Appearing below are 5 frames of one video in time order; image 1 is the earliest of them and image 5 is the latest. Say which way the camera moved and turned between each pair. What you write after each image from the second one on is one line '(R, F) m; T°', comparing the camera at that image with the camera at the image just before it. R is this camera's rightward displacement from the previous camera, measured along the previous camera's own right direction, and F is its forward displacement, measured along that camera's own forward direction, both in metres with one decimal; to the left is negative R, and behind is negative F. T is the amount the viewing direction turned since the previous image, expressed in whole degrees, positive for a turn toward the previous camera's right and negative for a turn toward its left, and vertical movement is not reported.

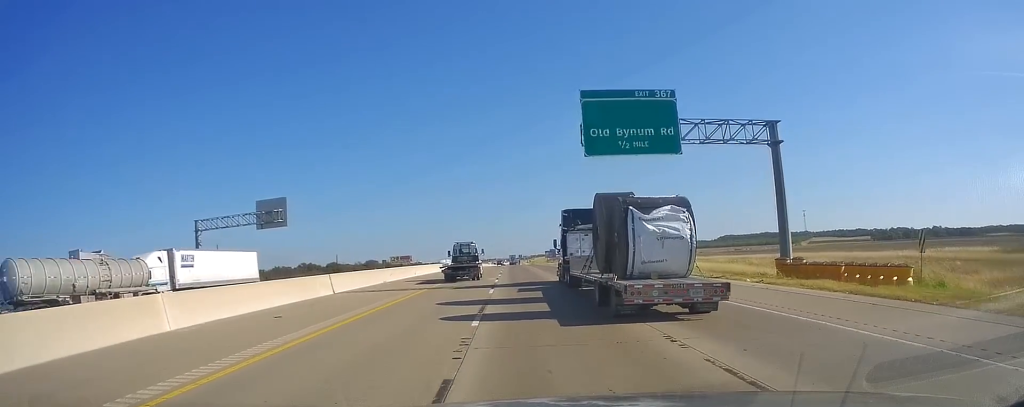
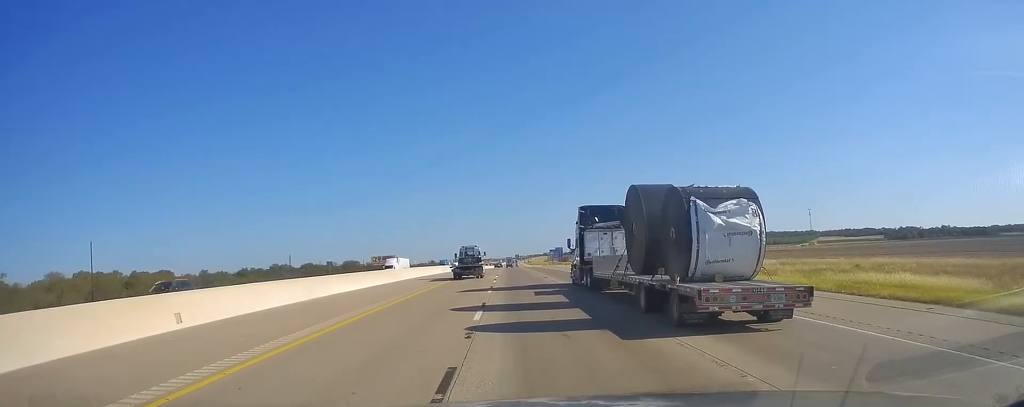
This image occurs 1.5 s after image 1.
(-0.2, +47.7) m; 0°
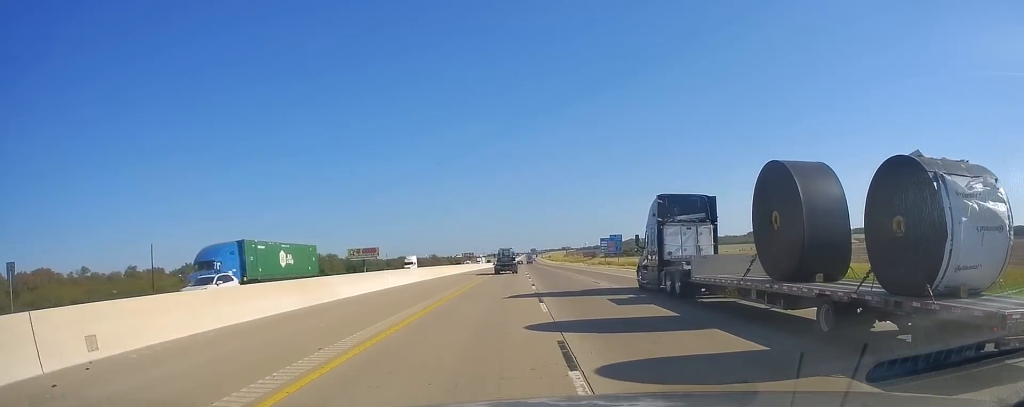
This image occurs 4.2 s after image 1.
(+1.0, +82.5) m; -1°
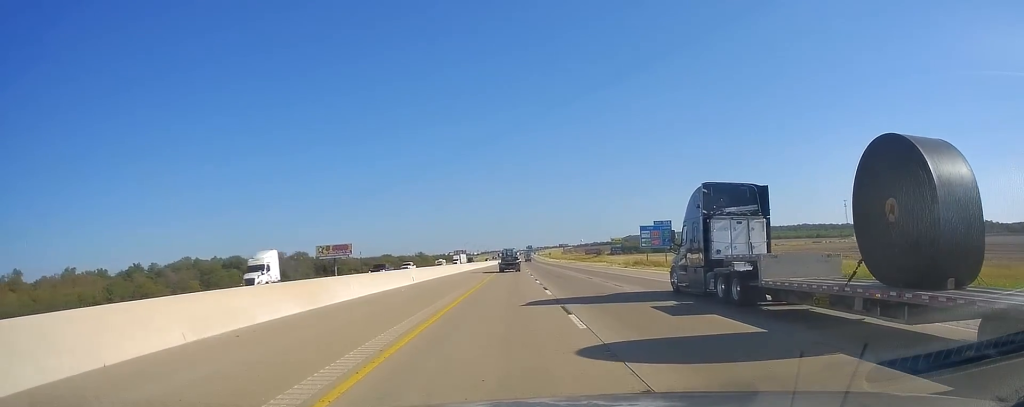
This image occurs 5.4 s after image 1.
(-0.7, +39.5) m; -1°
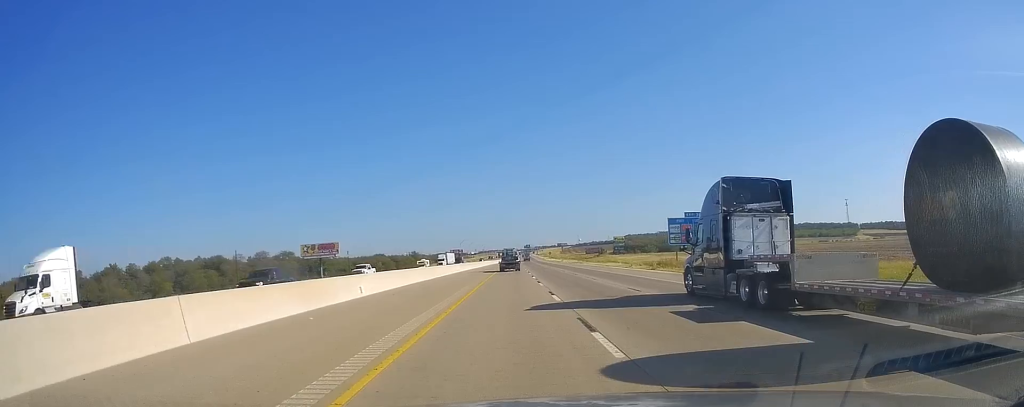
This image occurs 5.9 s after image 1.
(+0.2, +15.4) m; 0°
